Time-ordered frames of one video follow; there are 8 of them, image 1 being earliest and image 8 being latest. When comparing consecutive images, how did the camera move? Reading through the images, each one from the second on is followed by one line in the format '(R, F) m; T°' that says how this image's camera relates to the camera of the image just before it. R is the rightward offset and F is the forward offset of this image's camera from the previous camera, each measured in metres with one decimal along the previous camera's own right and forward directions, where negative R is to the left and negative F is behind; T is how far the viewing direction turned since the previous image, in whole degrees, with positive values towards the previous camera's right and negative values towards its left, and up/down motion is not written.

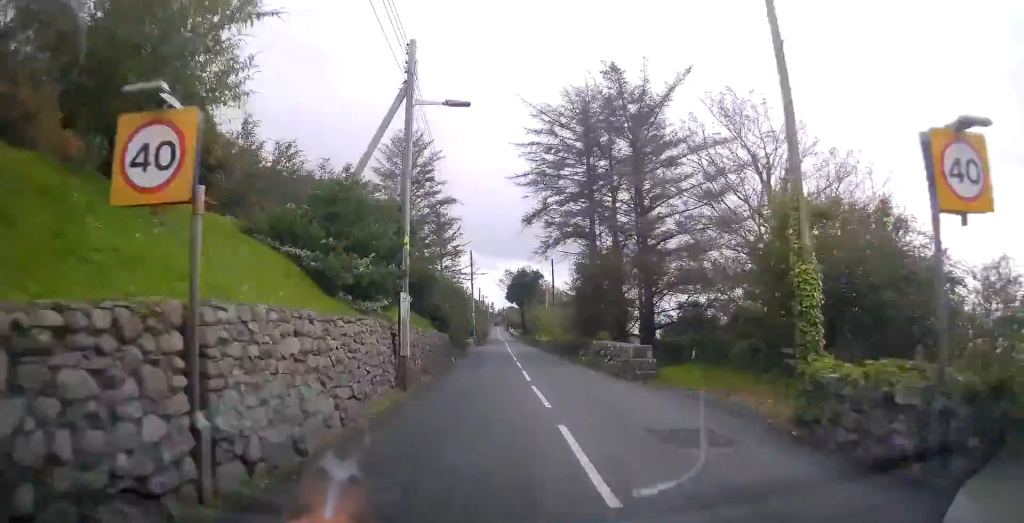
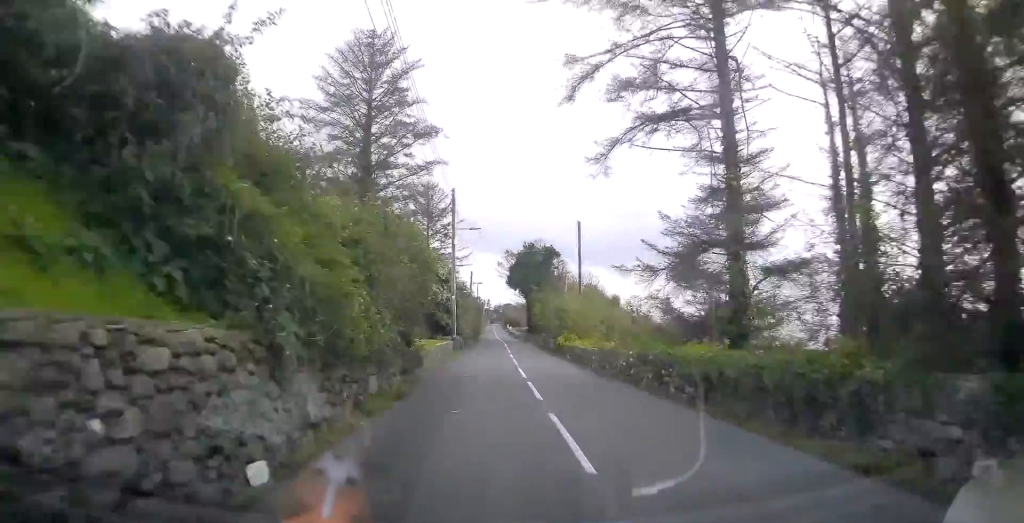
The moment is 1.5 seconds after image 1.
(0.0, +21.5) m; +1°
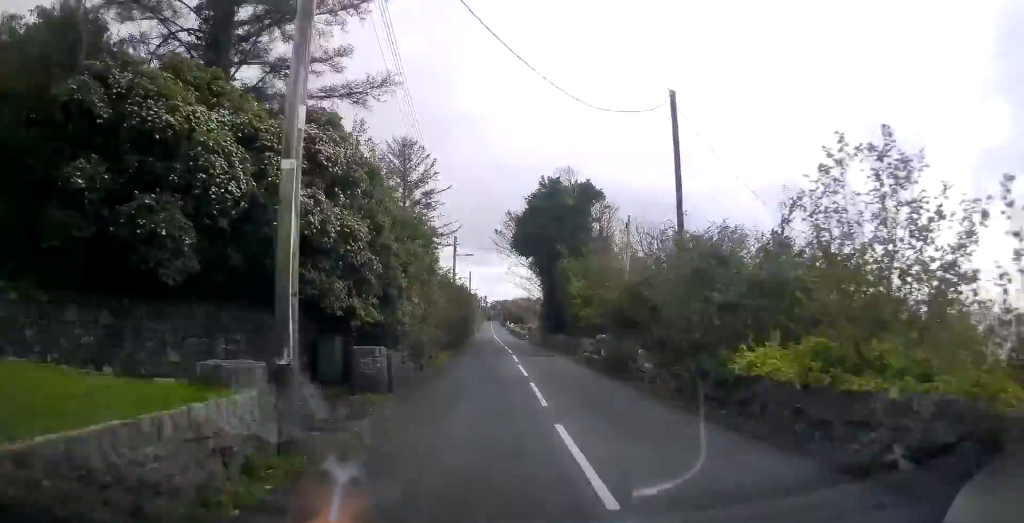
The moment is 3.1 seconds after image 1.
(+0.1, +23.6) m; 0°
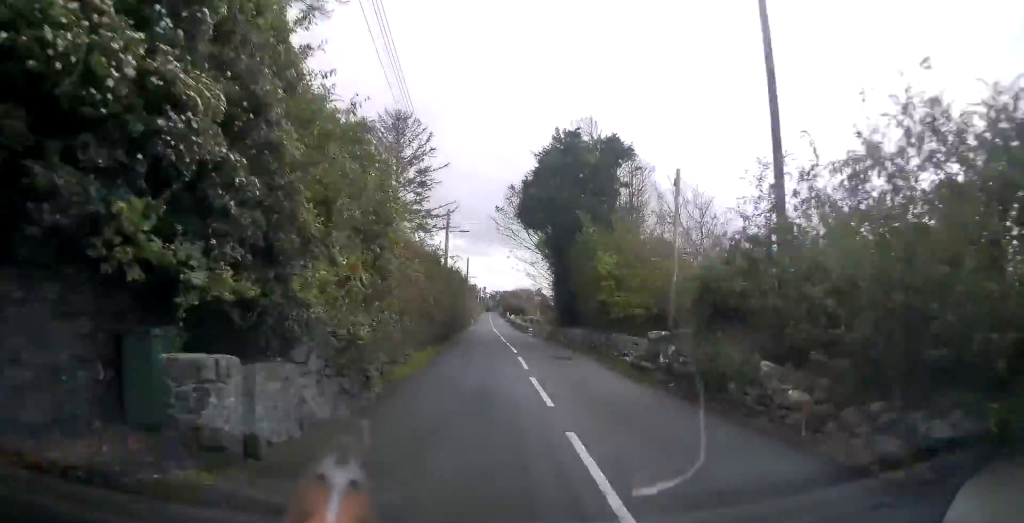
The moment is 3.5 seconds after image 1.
(0.0, +7.3) m; 0°
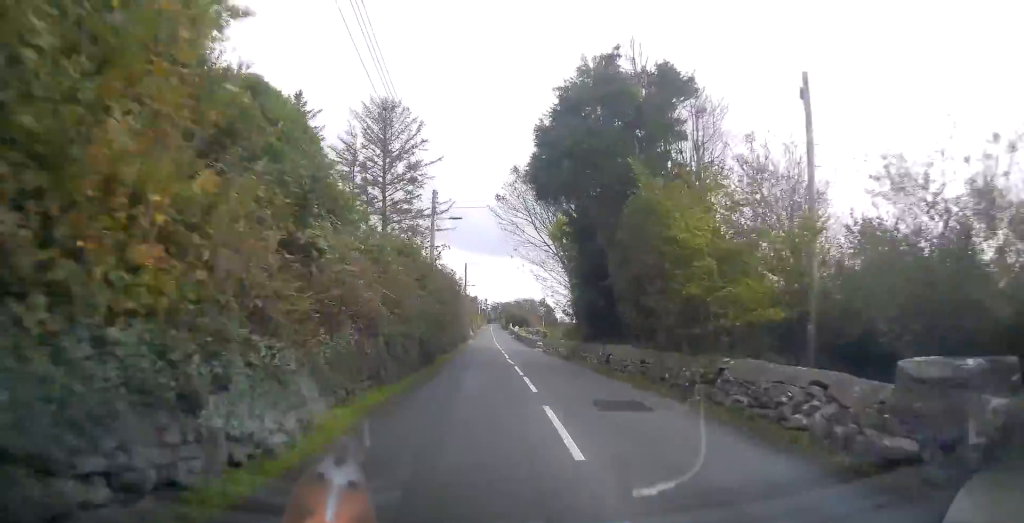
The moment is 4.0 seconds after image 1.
(0.0, +9.0) m; 0°
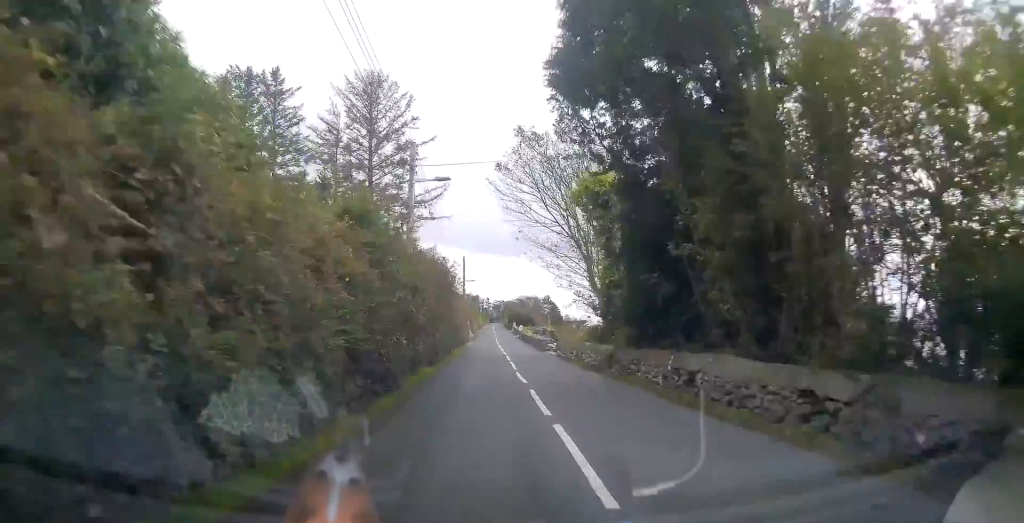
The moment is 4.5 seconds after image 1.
(-0.1, +7.9) m; 0°
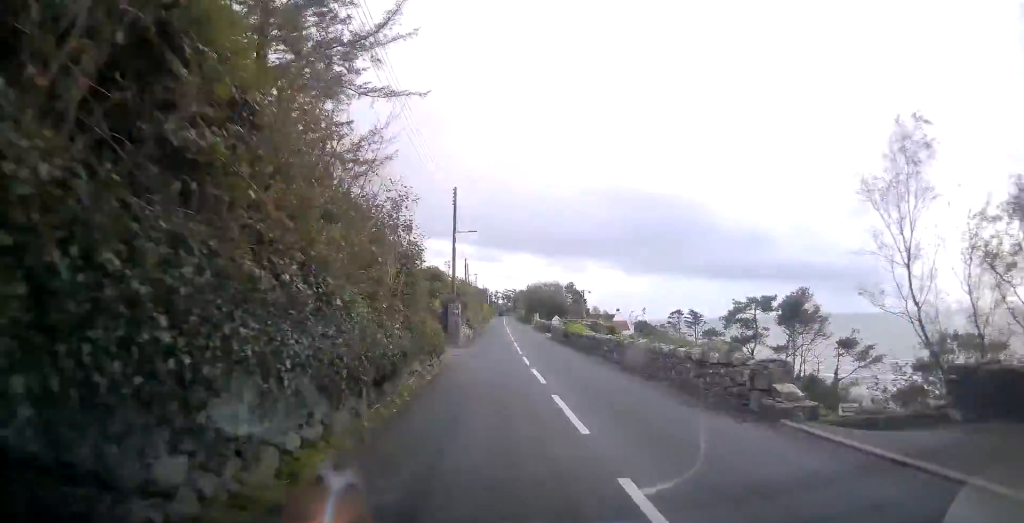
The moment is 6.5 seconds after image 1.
(+0.1, +32.7) m; 0°
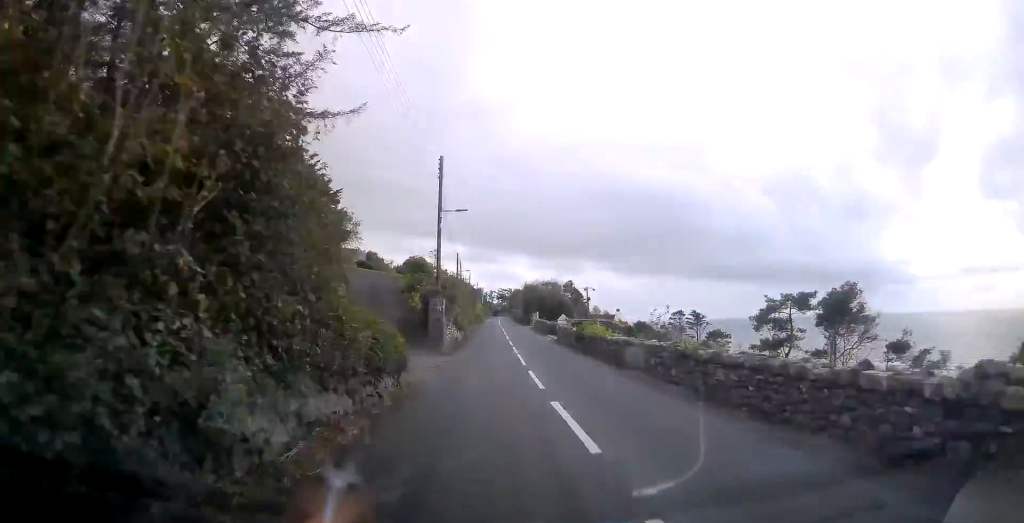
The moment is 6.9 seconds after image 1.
(0.0, +7.3) m; 0°
